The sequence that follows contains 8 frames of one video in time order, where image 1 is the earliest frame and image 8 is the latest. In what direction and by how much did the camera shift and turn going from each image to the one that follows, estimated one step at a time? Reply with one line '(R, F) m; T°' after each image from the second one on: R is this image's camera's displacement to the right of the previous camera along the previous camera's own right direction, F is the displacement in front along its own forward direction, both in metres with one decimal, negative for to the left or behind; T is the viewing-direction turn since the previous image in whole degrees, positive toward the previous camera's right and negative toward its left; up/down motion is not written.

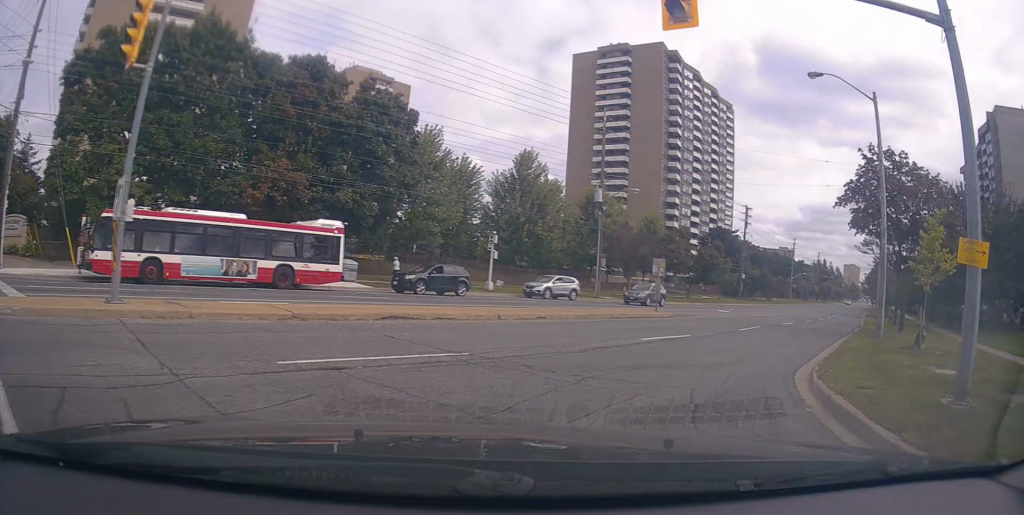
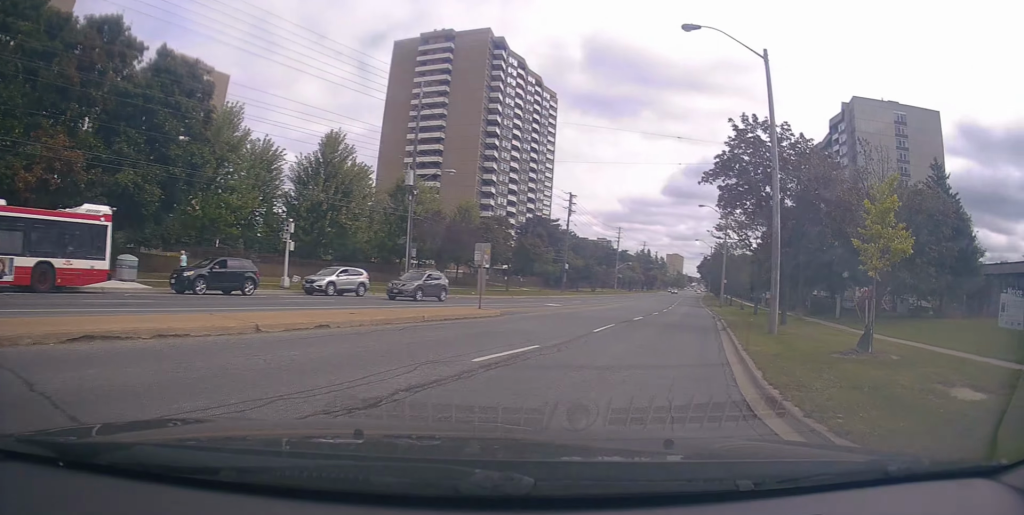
(+0.7, +5.1) m; +18°
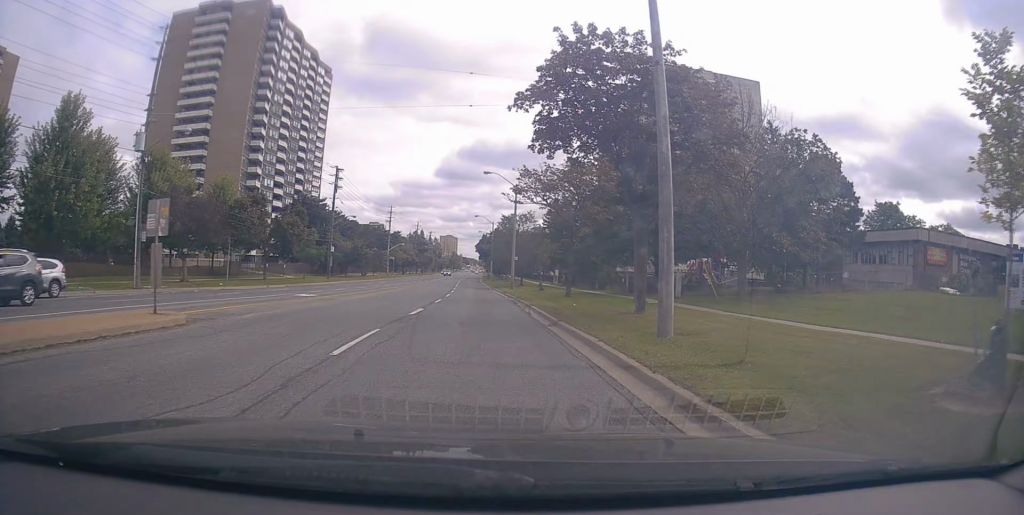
(+2.3, +8.4) m; +21°
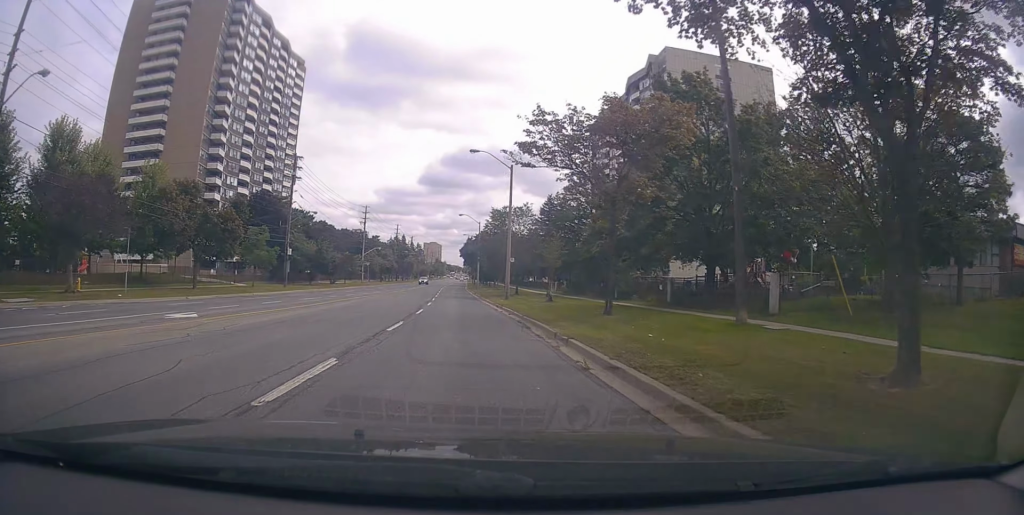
(+0.9, +11.9) m; +6°
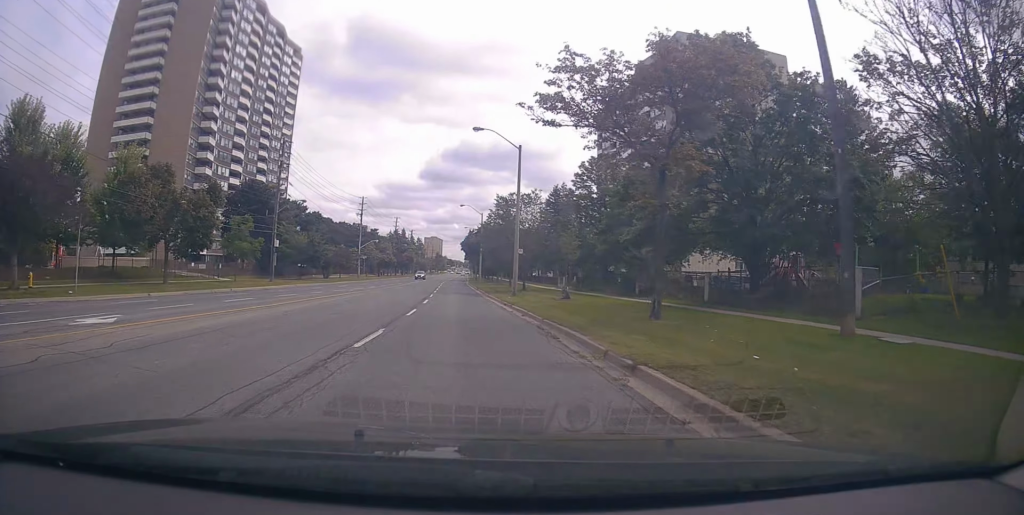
(+0.1, +4.8) m; -1°
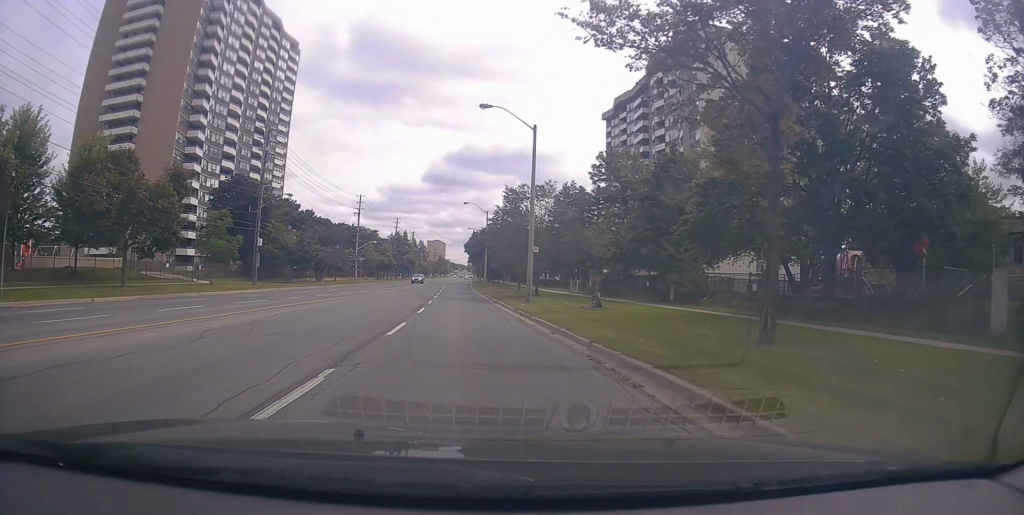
(+0.4, +5.7) m; -2°
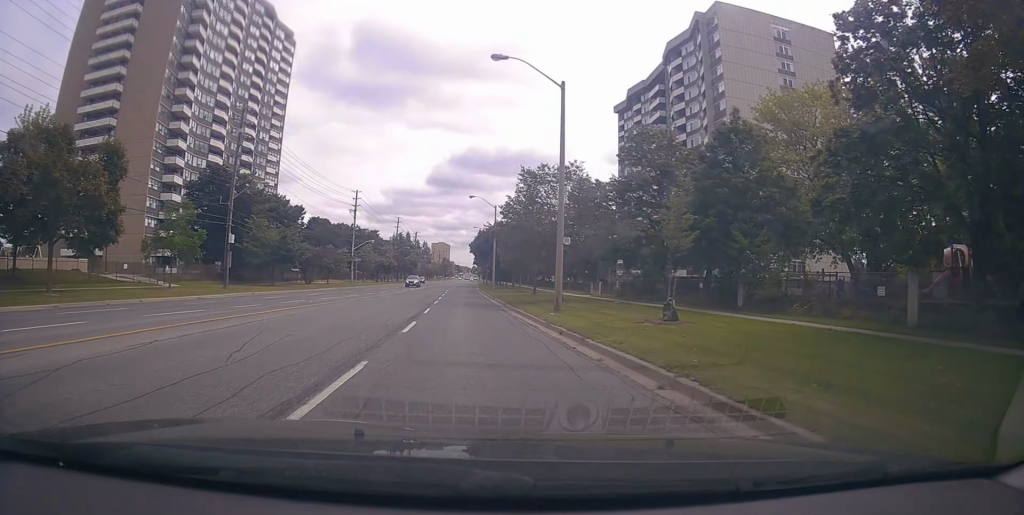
(-0.5, +7.7) m; -1°
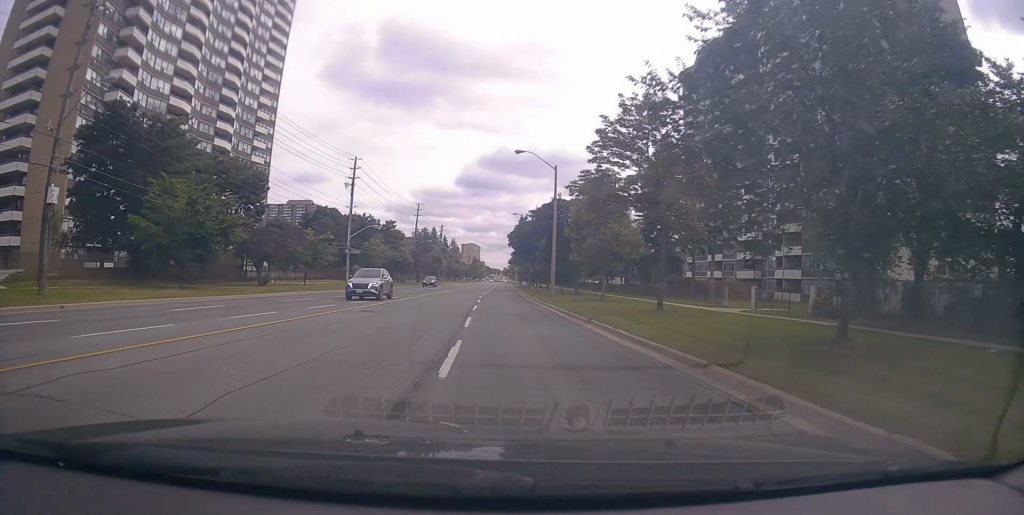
(+0.2, +24.2) m; 0°
